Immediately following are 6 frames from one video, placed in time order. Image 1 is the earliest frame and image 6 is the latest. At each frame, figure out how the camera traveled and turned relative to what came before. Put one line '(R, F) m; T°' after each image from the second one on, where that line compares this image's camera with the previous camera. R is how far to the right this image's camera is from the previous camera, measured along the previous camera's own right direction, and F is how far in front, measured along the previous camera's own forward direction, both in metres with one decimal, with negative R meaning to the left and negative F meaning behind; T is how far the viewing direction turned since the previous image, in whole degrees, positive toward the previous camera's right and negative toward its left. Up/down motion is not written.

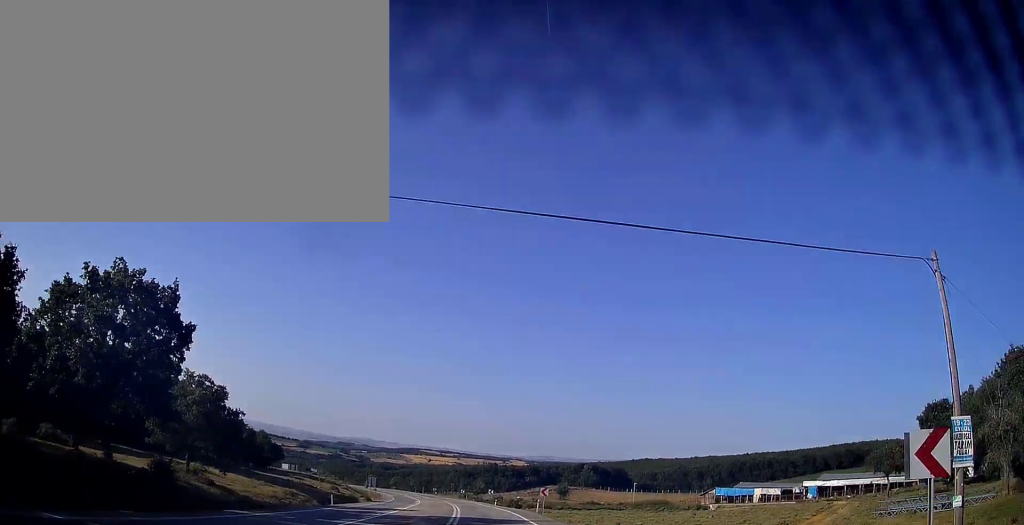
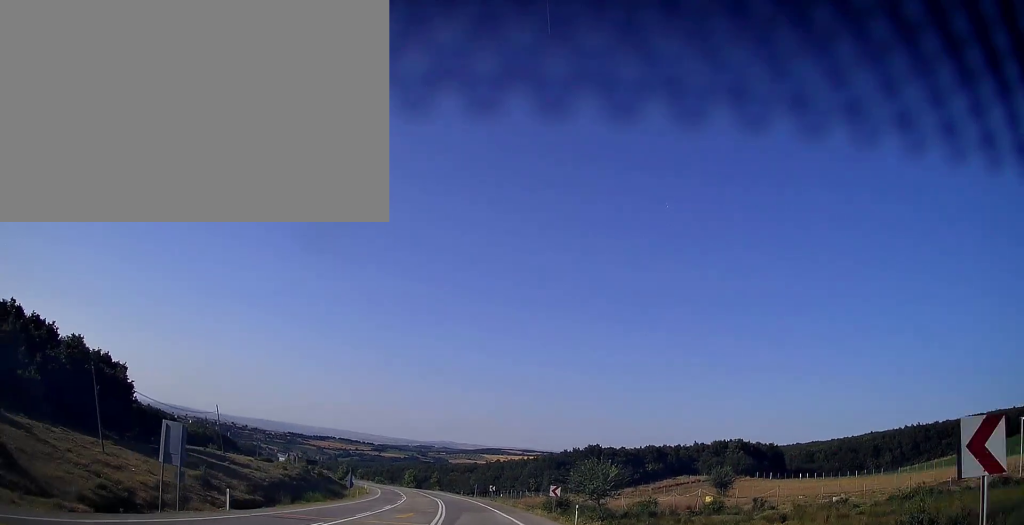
(-5.2, +77.3) m; -8°
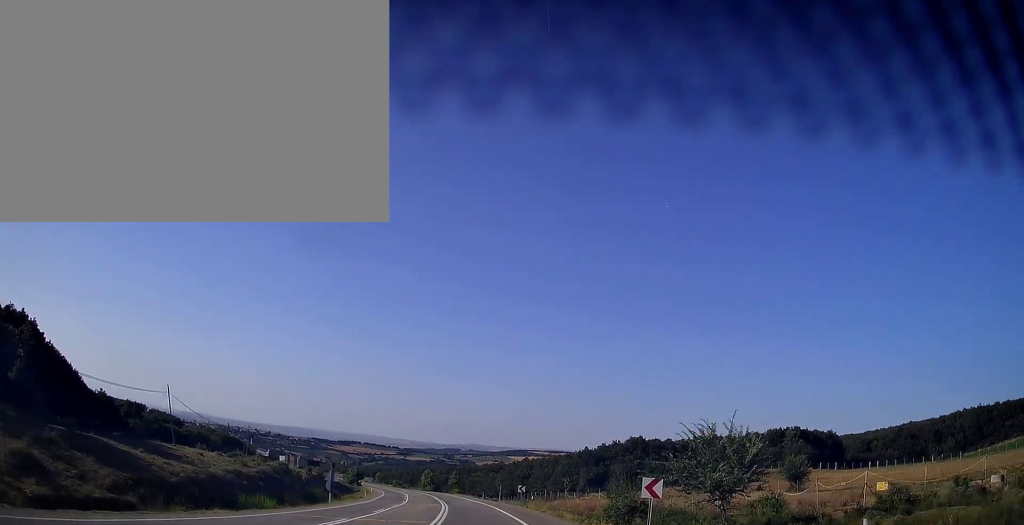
(-0.3, +18.5) m; -2°
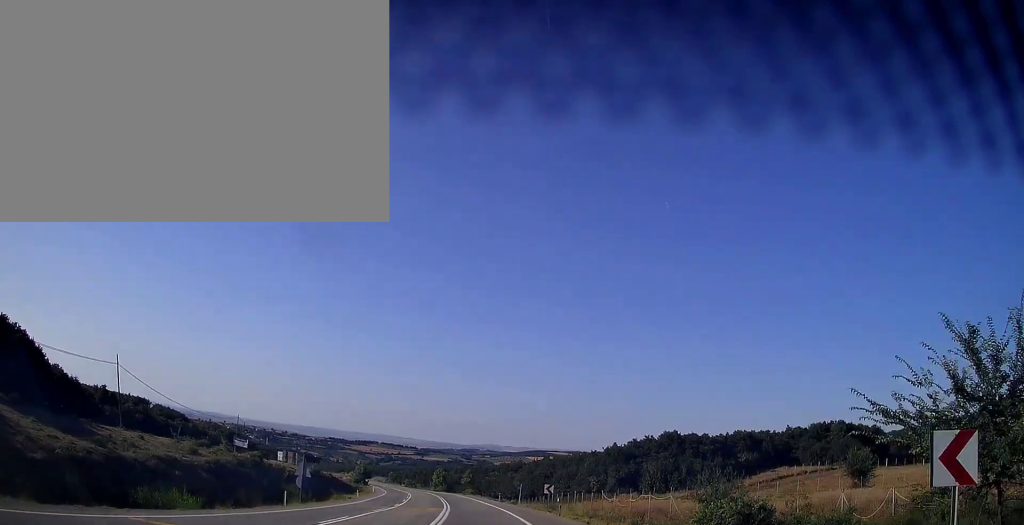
(0.0, +12.4) m; -2°
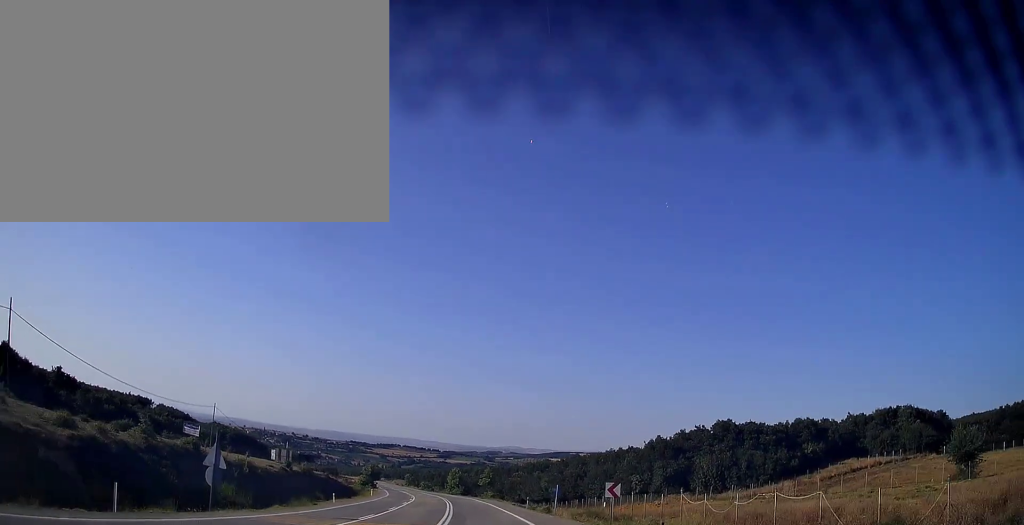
(-0.5, +16.5) m; -2°
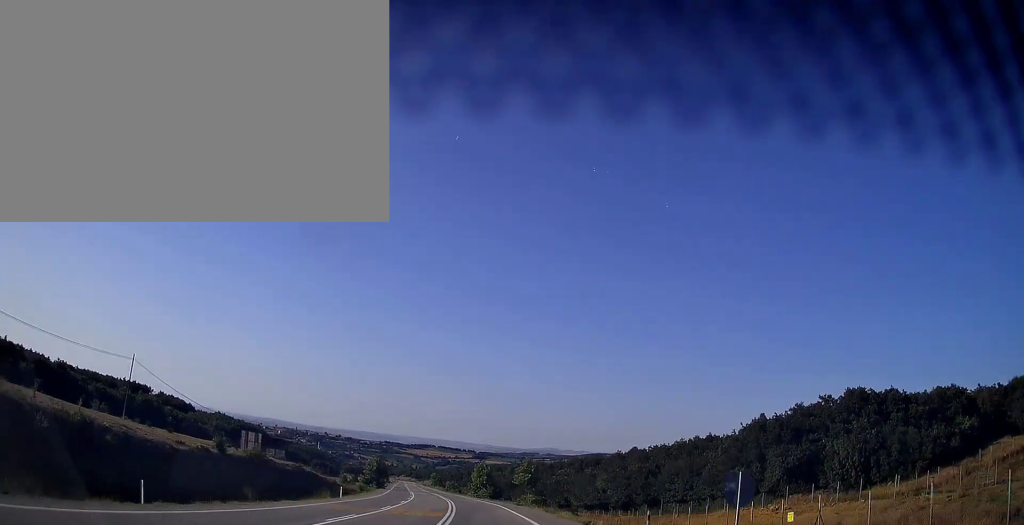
(-0.9, +28.6) m; -3°
